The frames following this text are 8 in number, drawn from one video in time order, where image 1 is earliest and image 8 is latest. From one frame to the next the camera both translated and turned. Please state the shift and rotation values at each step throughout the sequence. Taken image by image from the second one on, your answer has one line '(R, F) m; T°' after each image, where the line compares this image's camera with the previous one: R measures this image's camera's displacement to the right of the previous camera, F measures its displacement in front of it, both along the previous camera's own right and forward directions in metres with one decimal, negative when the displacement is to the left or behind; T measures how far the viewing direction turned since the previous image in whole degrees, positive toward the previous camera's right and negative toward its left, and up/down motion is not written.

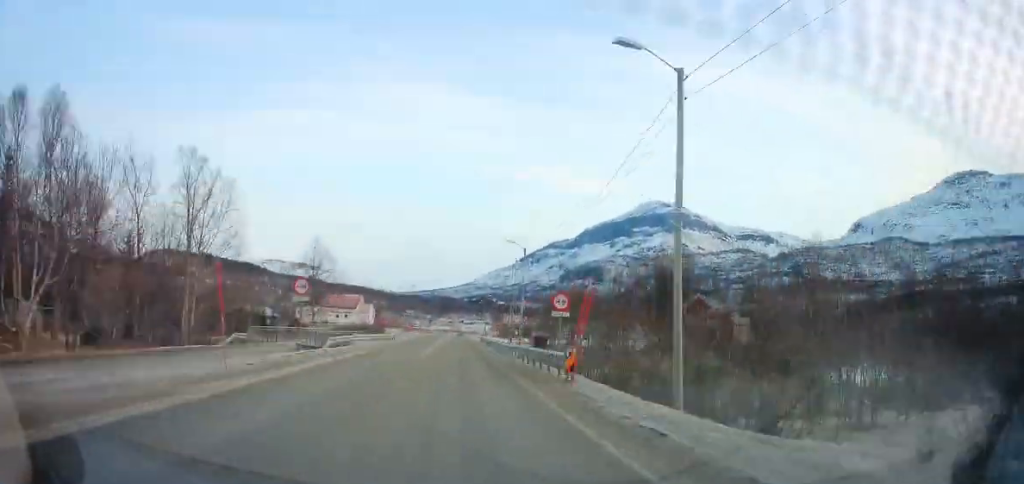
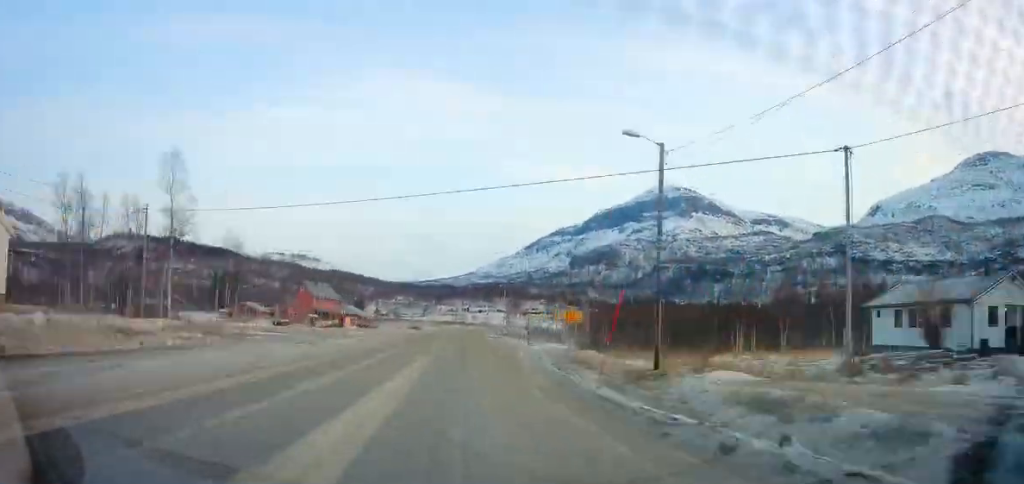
(-1.2, +130.7) m; +4°
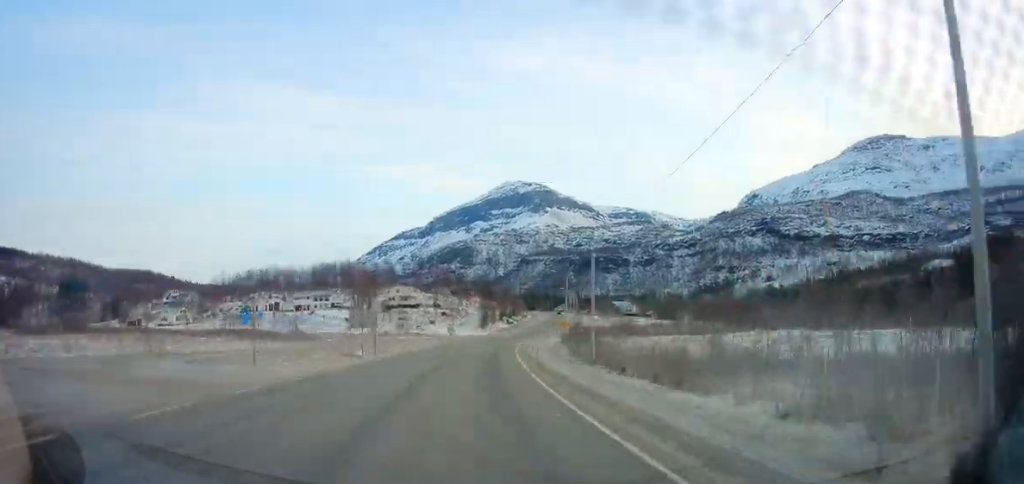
(+21.0, +201.8) m; +11°
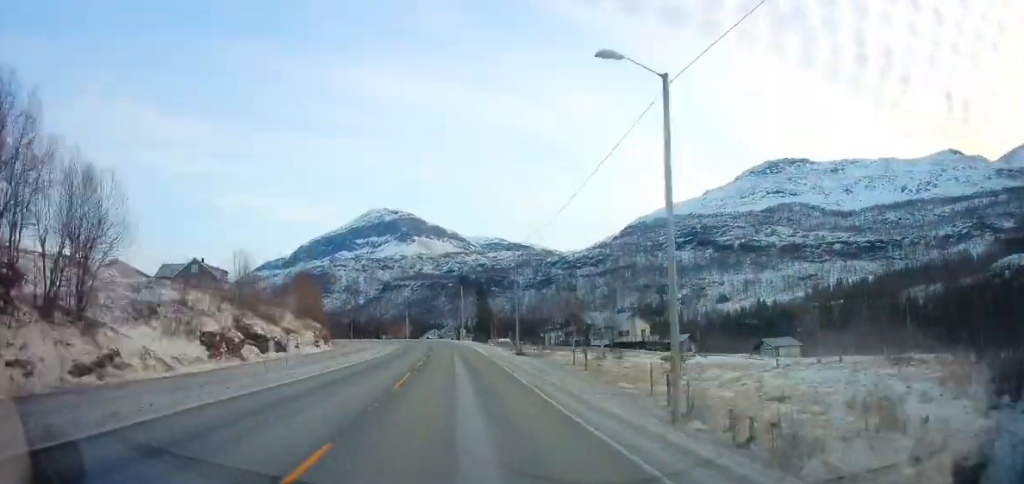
(+11.3, +184.2) m; -5°
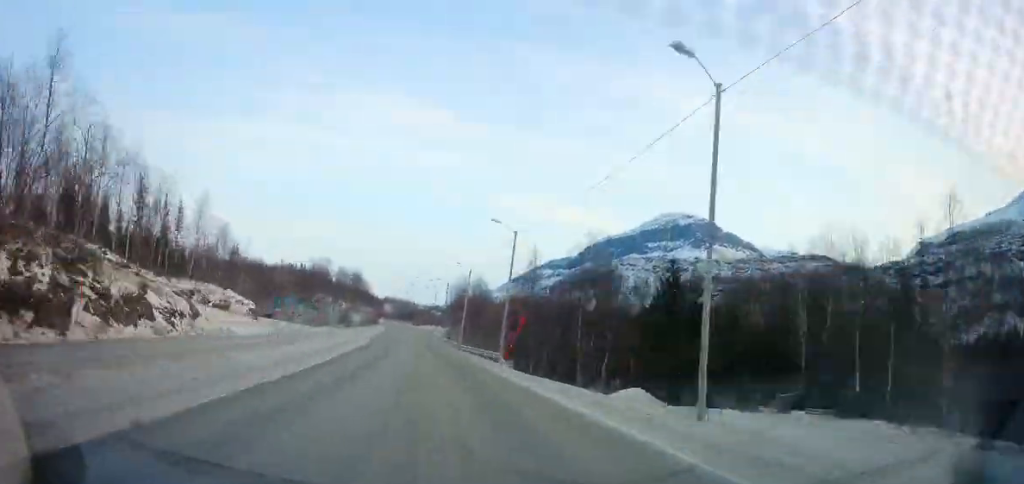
(-22.6, +153.6) m; -12°
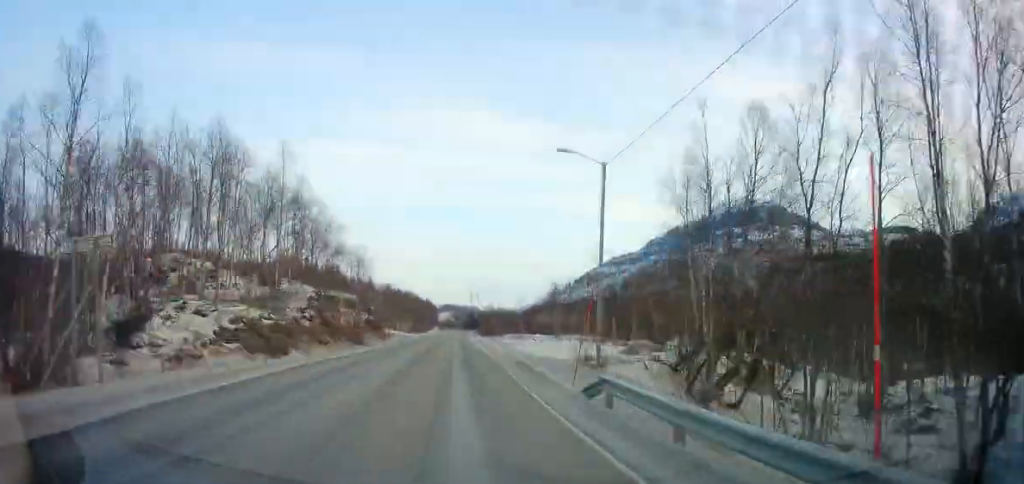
(-7.4, +105.1) m; -5°
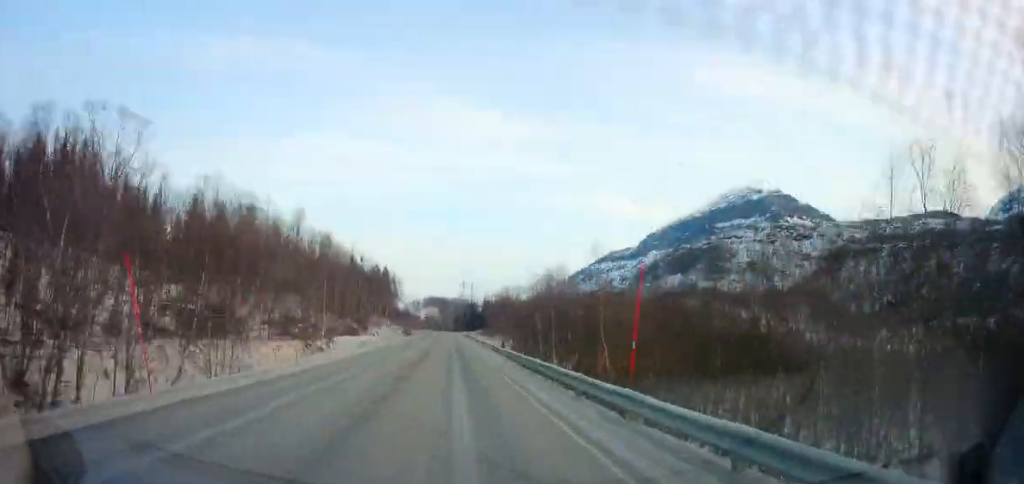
(-7.6, +171.1) m; -9°
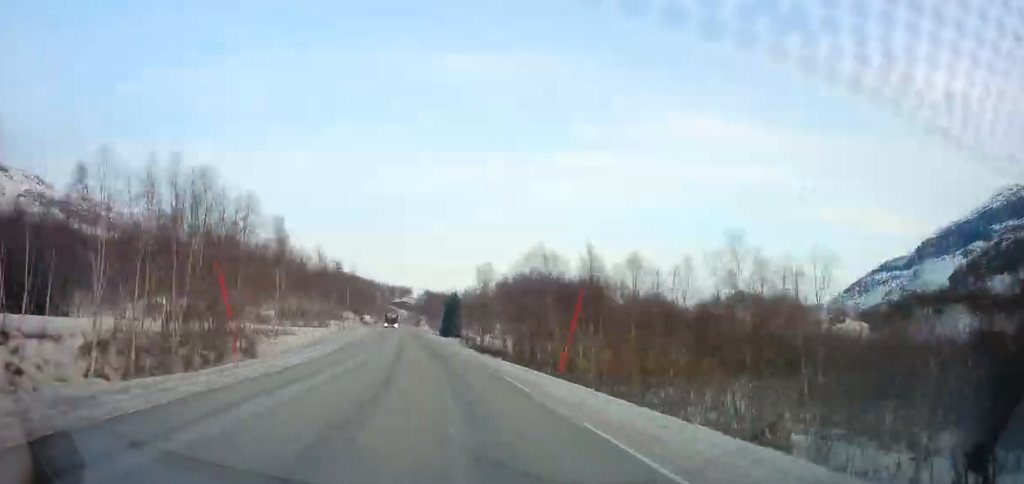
(-40.5, +220.7) m; -16°
